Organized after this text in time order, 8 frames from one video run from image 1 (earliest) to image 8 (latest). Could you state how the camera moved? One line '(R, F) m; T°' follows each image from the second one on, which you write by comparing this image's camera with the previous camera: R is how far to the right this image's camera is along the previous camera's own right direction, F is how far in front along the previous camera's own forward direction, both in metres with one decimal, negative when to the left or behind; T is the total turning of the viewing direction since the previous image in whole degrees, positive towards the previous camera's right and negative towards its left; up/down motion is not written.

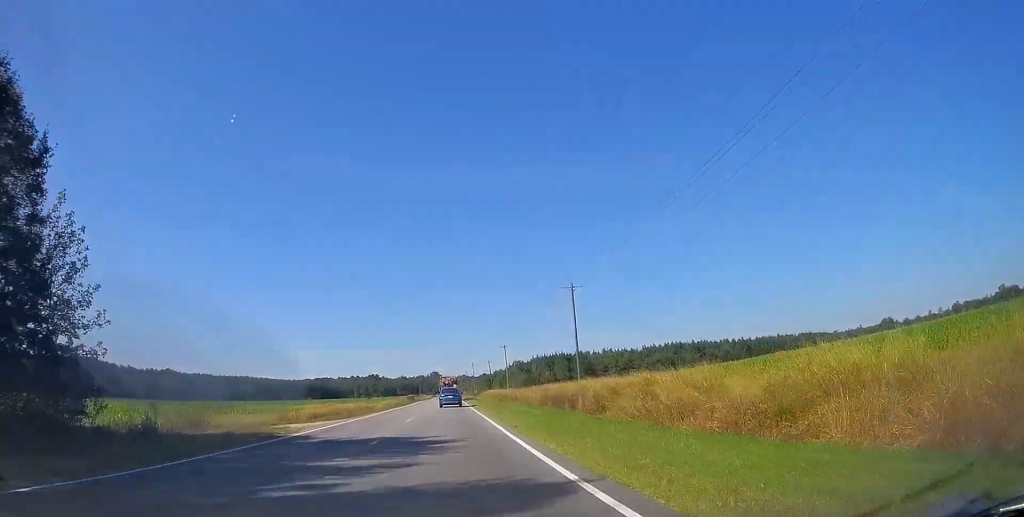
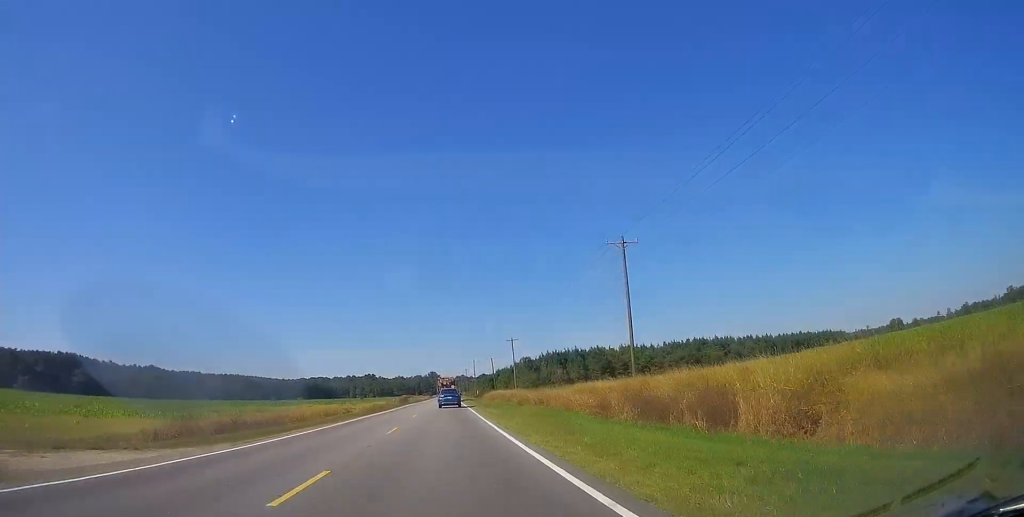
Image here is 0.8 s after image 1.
(+0.2, +18.7) m; 0°
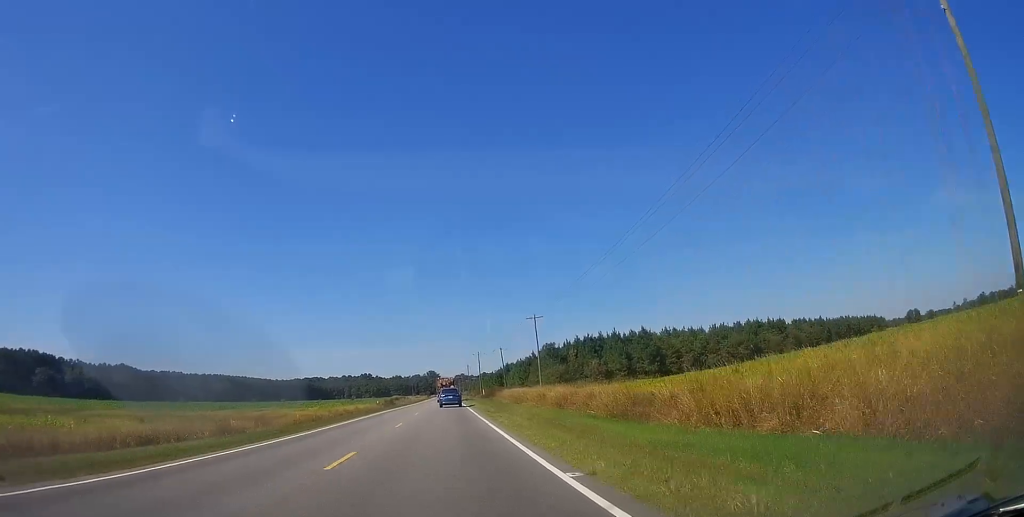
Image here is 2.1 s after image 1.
(-0.5, +32.5) m; -2°
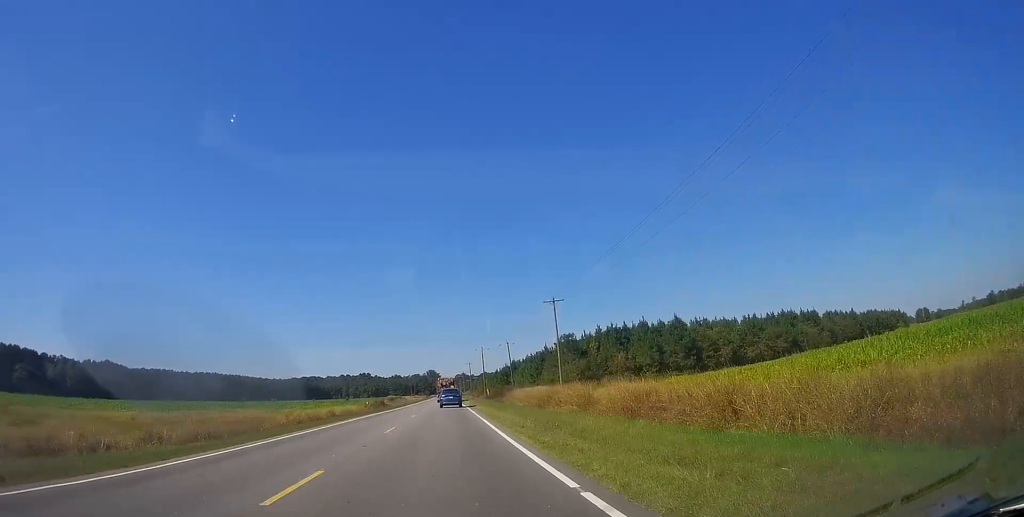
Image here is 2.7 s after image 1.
(-0.1, +15.2) m; 0°
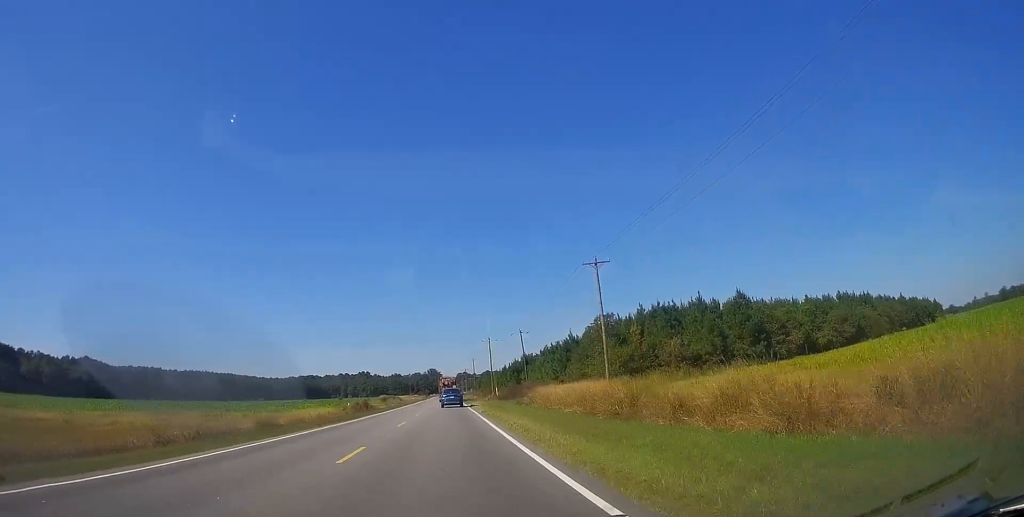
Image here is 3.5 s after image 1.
(0.0, +19.8) m; +1°
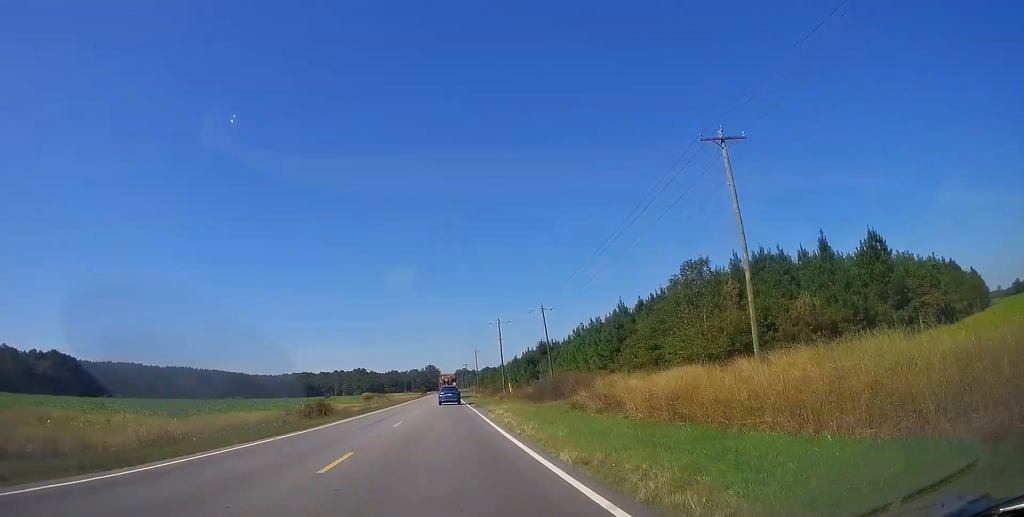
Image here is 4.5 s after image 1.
(+0.4, +25.6) m; 0°
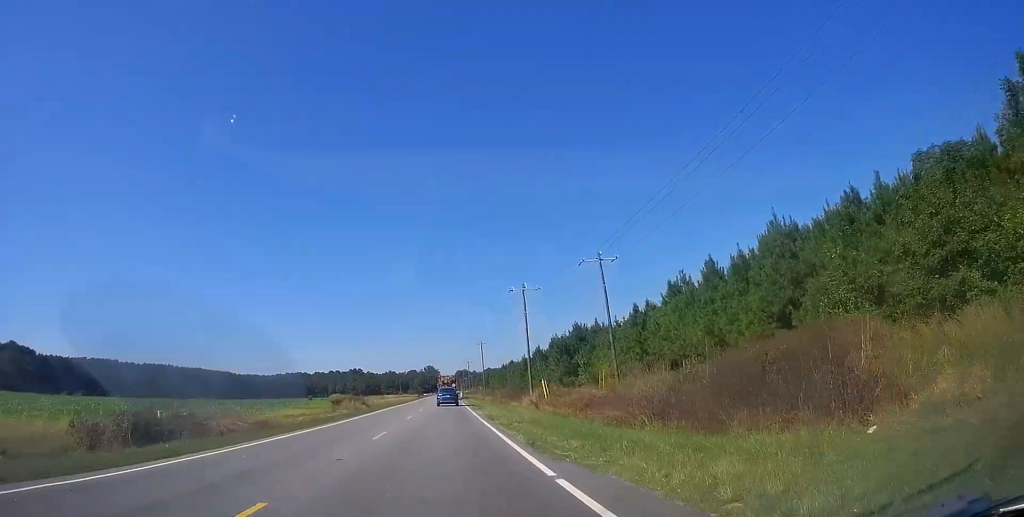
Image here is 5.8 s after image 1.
(-0.3, +30.4) m; 0°
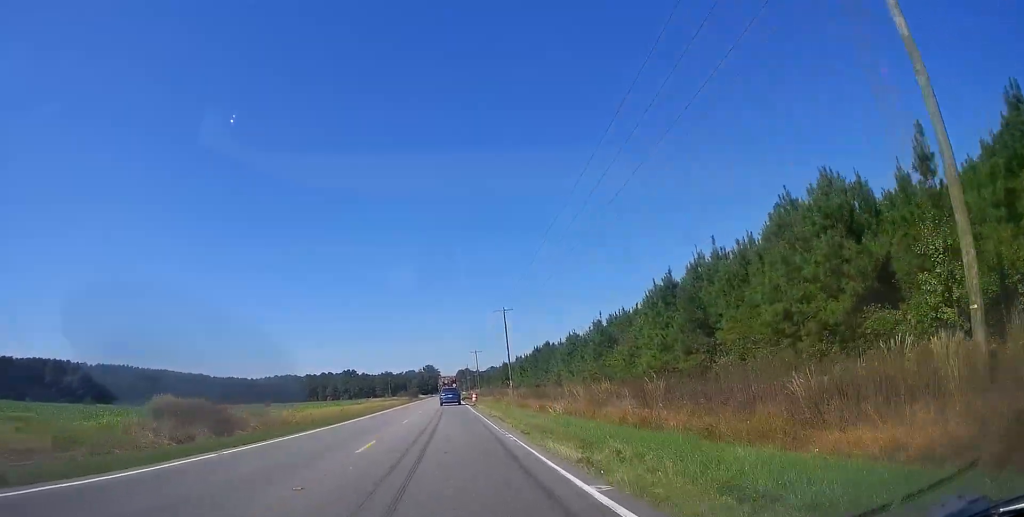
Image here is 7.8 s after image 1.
(+0.8, +52.8) m; +1°
